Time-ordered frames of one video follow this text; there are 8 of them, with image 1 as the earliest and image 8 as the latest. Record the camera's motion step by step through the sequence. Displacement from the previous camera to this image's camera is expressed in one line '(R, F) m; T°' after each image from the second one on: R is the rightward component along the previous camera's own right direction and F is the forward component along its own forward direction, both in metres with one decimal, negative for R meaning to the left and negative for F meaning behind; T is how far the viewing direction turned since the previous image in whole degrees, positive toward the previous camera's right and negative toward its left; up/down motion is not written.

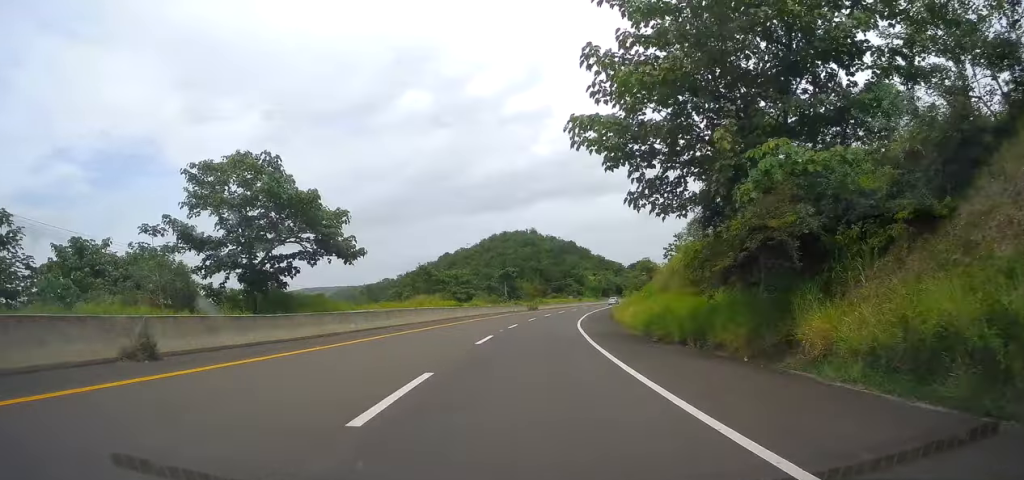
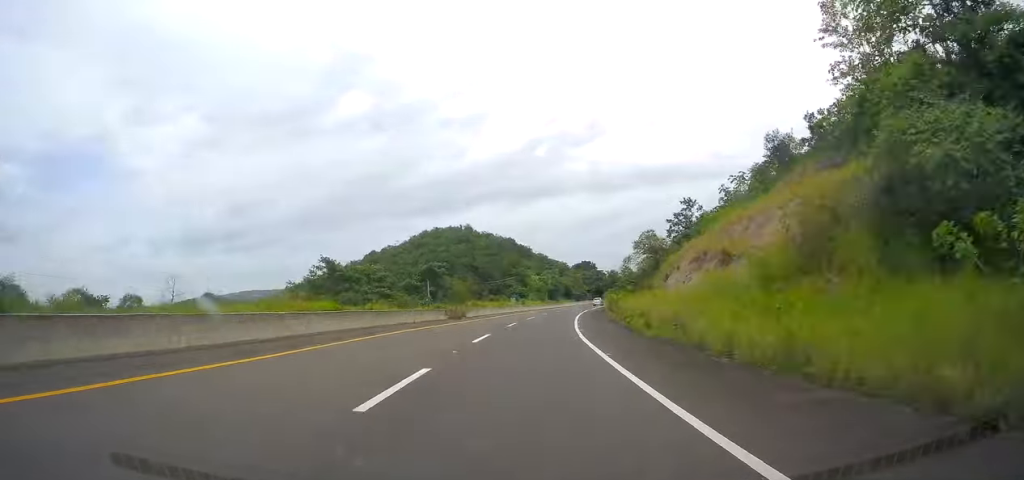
(+1.9, +36.2) m; +7°
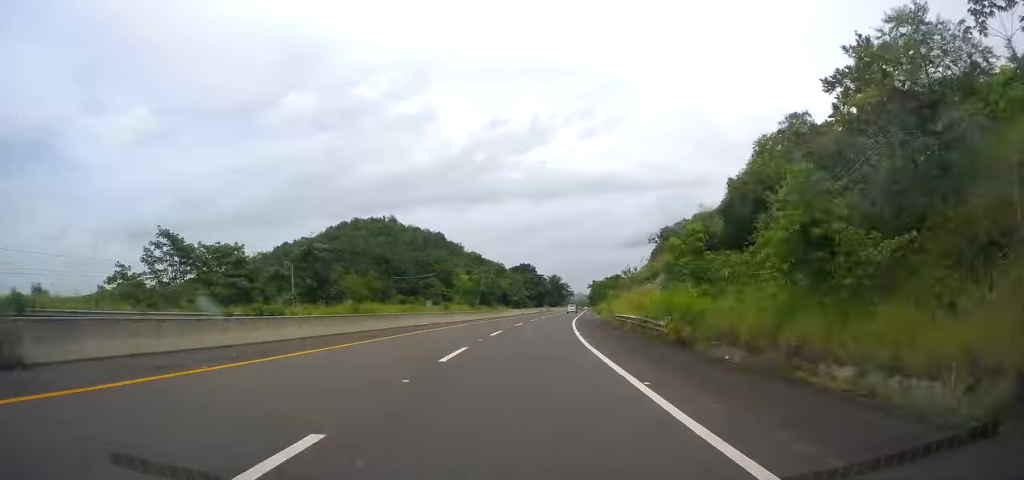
(+2.6, +43.6) m; +7°
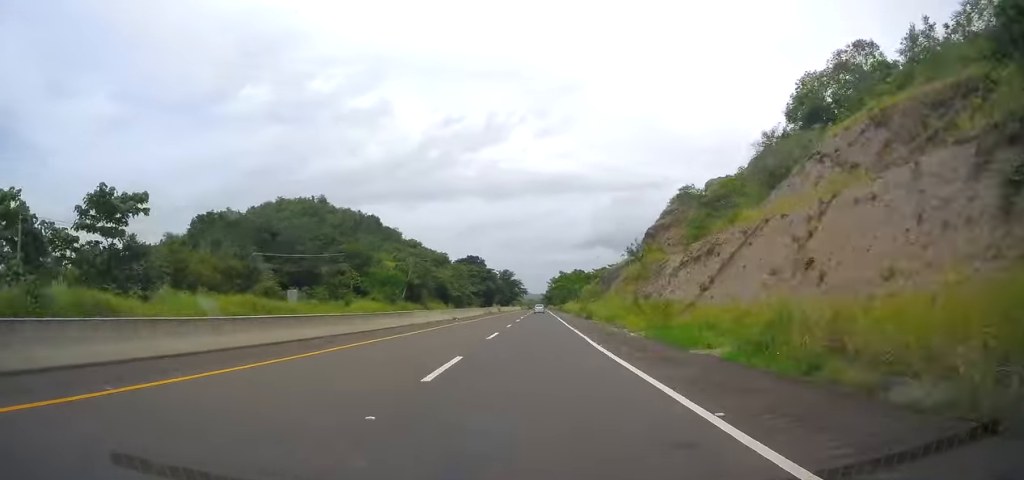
(+2.7, +41.4) m; +4°
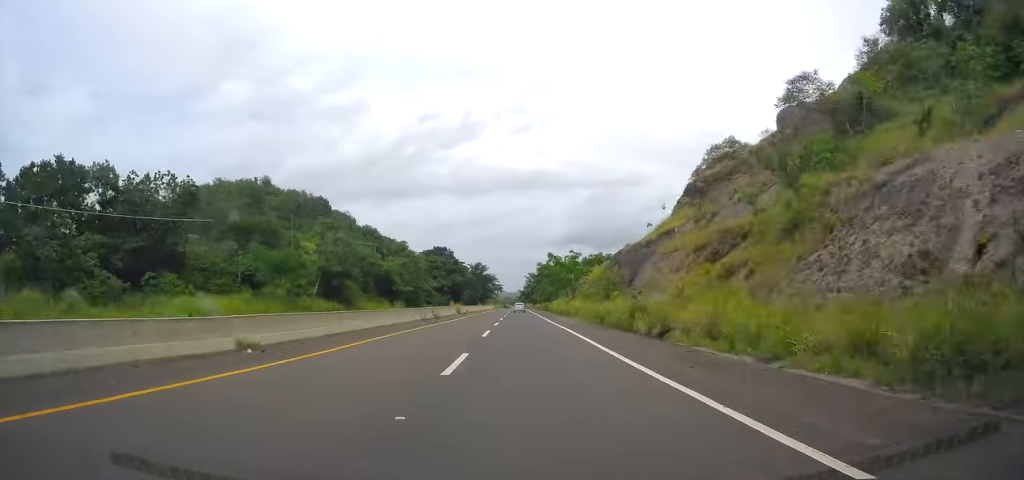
(+1.2, +36.7) m; +2°
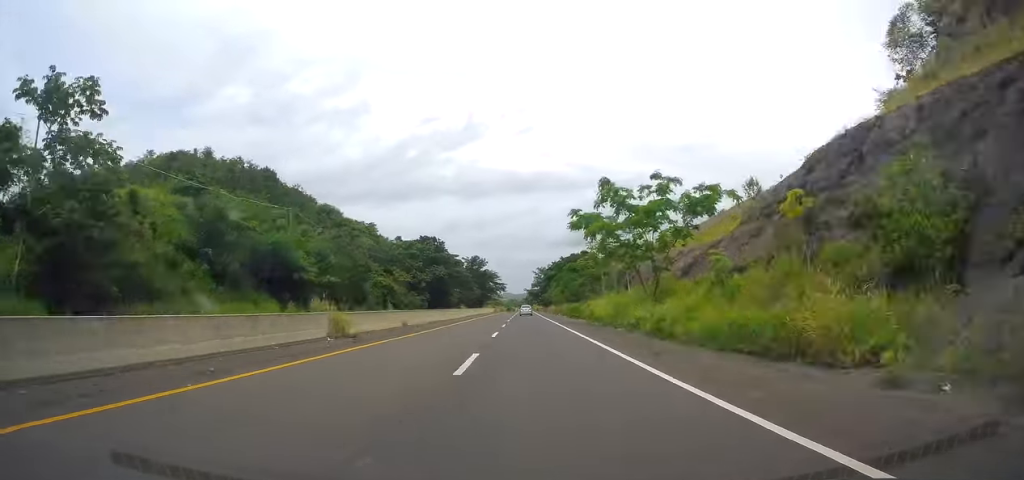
(+1.3, +49.5) m; +1°
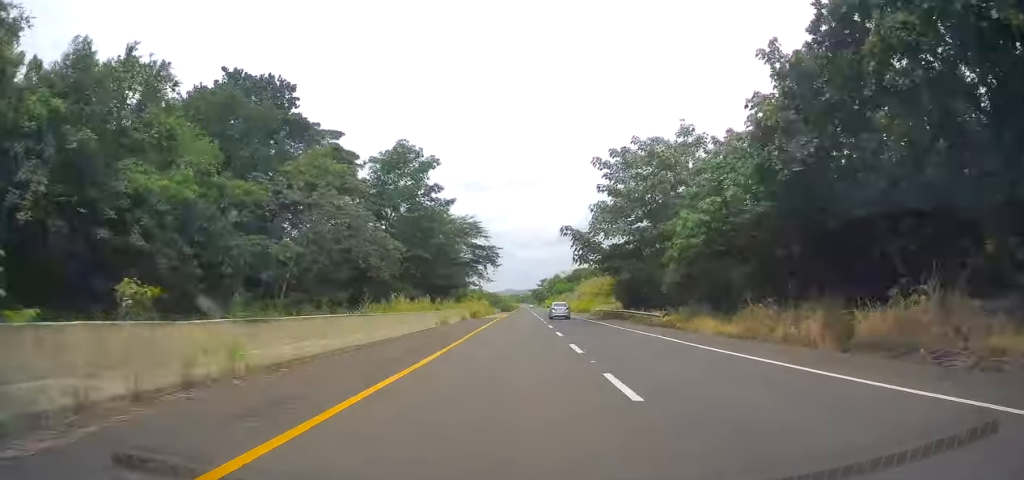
(-2.5, +149.0) m; -1°
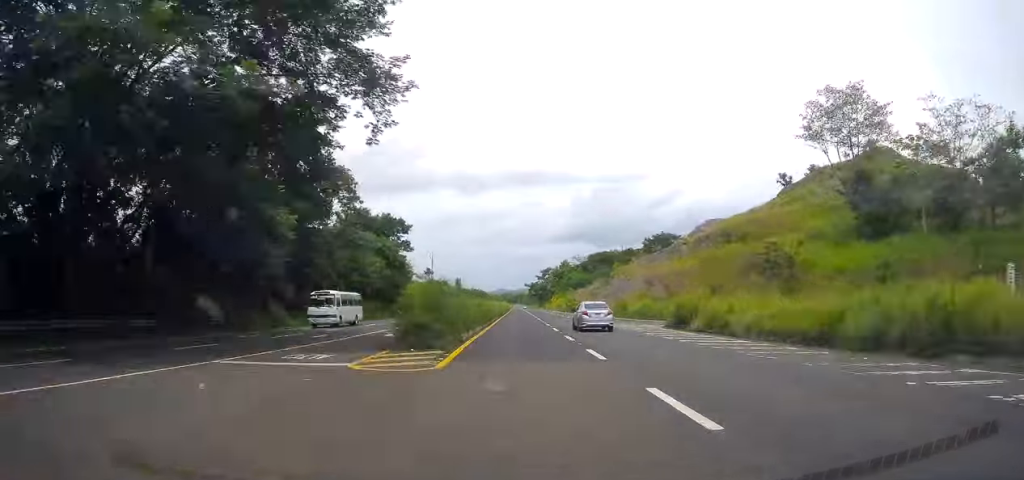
(0.0, +90.2) m; +1°
